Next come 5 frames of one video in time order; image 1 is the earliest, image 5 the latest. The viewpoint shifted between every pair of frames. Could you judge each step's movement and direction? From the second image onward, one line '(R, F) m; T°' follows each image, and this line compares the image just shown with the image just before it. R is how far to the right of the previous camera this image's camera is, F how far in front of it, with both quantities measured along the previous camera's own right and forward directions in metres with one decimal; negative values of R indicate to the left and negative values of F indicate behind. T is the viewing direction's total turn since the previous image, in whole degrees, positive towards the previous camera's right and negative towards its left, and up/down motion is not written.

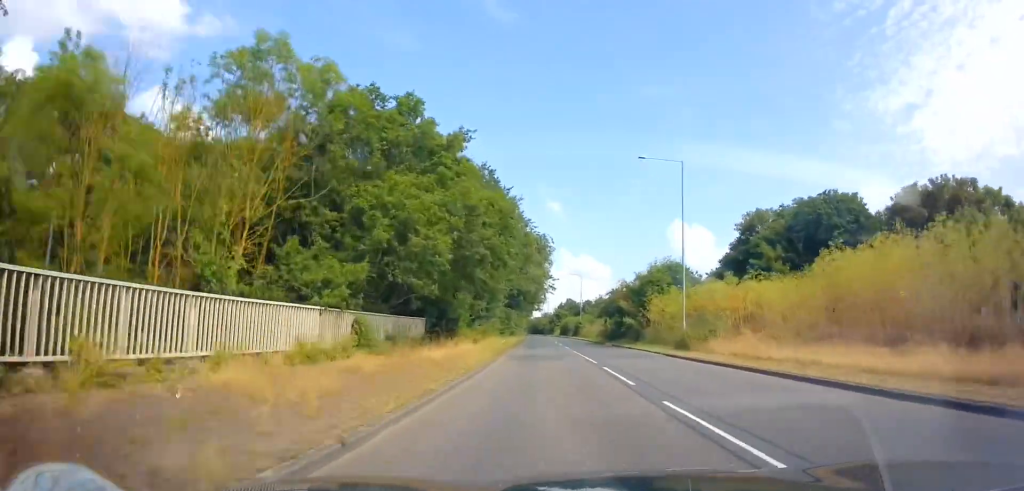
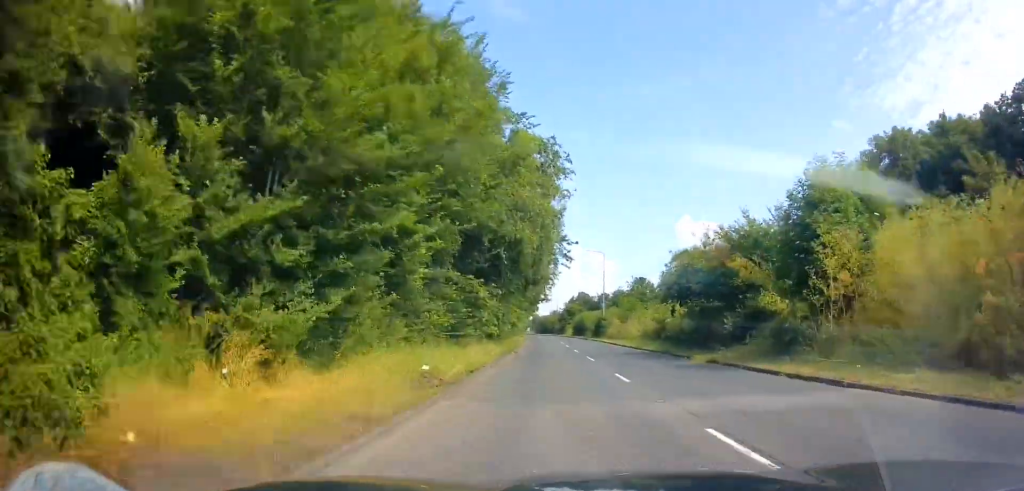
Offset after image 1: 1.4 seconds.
(-0.3, +24.8) m; -1°
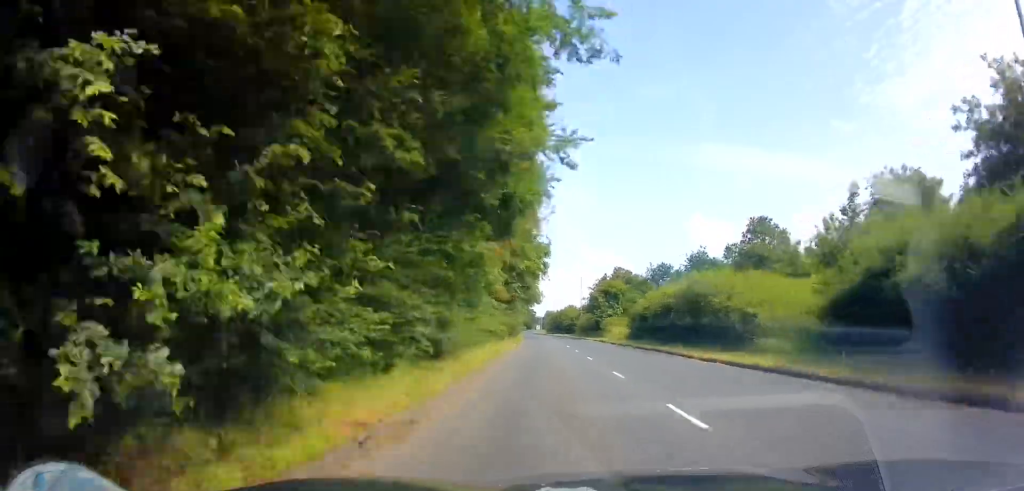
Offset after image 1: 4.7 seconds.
(-0.8, +60.7) m; -1°
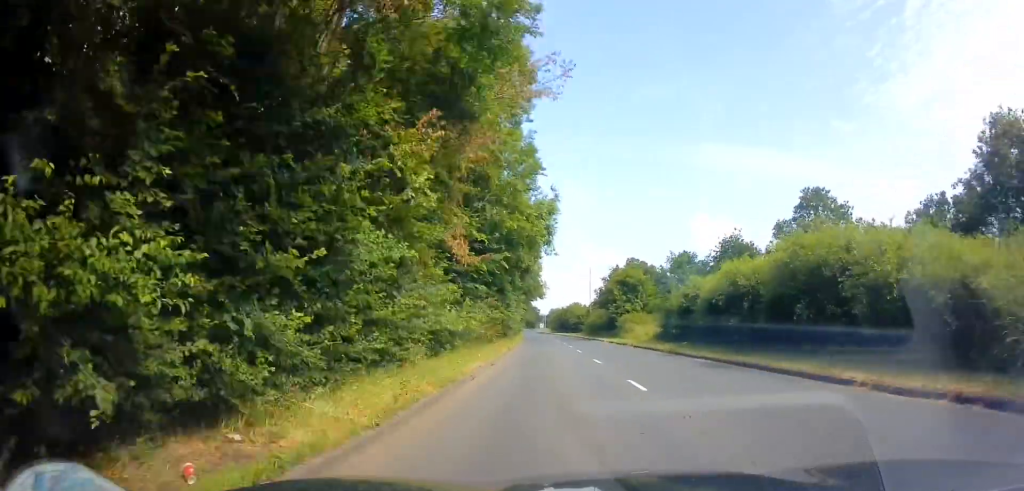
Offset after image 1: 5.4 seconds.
(-0.2, +11.5) m; -1°
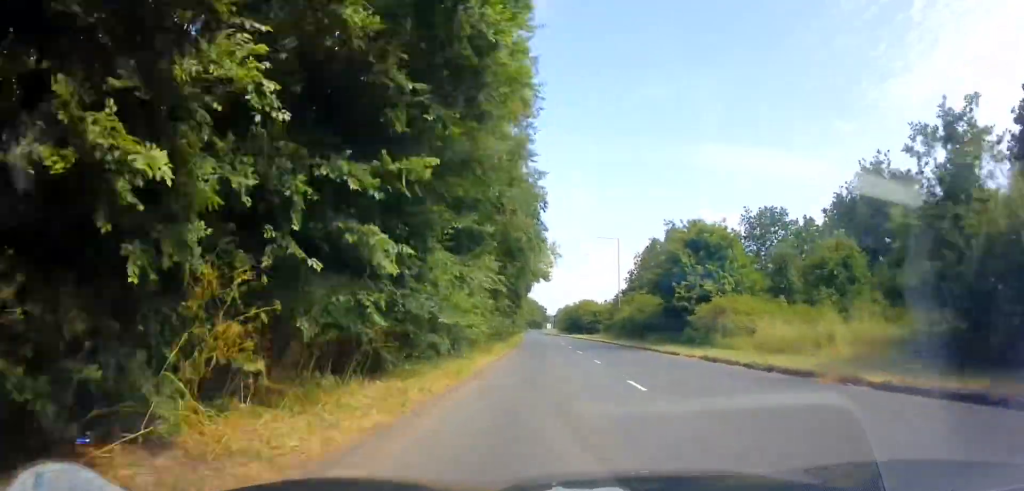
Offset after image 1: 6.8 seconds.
(-0.2, +26.5) m; -1°
